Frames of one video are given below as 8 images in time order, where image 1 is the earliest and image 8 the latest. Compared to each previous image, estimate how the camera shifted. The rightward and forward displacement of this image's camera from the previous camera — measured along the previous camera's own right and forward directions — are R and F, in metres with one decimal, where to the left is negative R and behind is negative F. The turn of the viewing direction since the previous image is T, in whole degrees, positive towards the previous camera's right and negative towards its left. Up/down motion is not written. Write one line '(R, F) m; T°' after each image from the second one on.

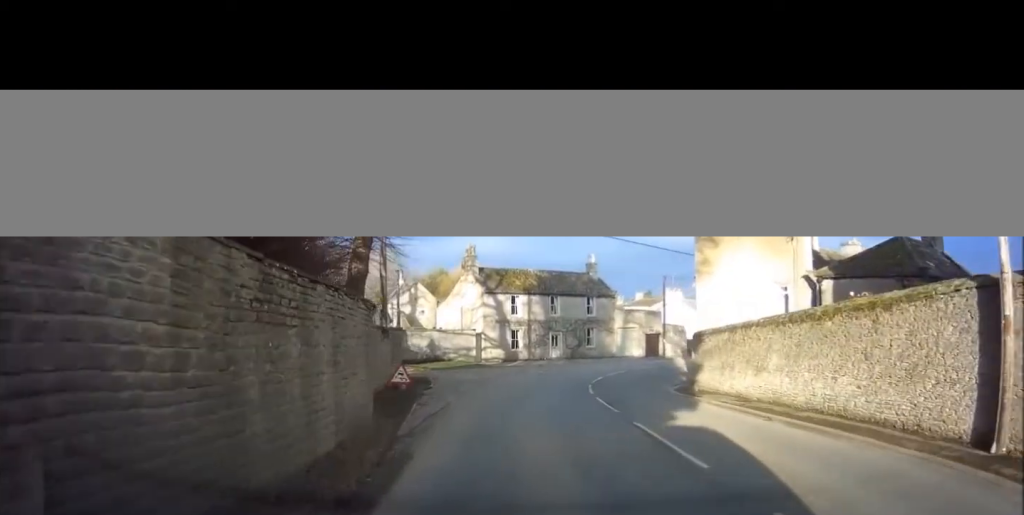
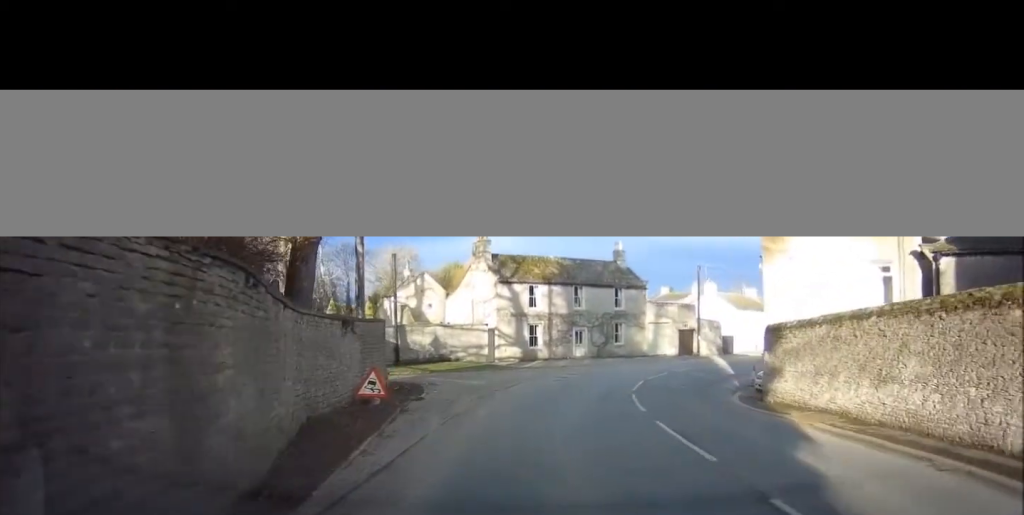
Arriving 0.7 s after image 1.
(0.0, +5.6) m; -1°
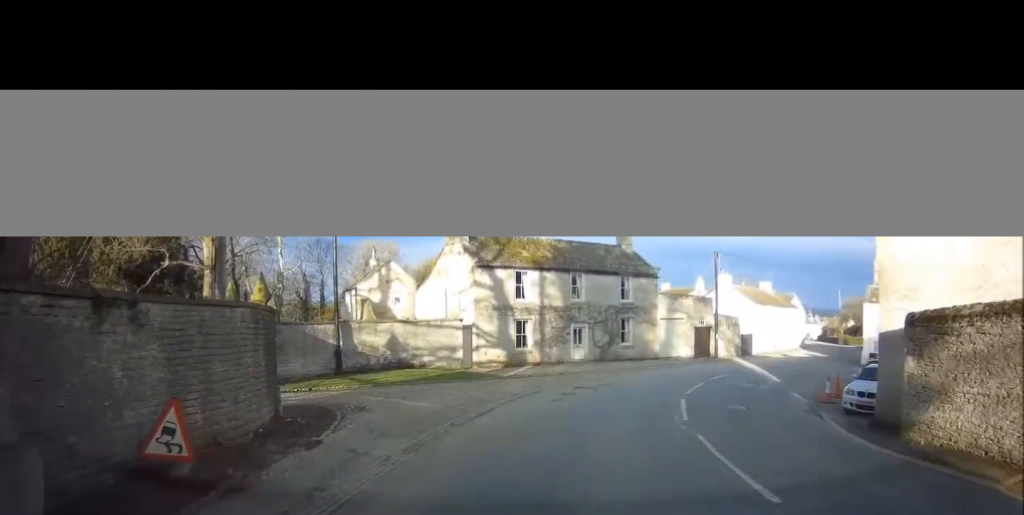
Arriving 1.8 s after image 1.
(-0.1, +7.6) m; +1°
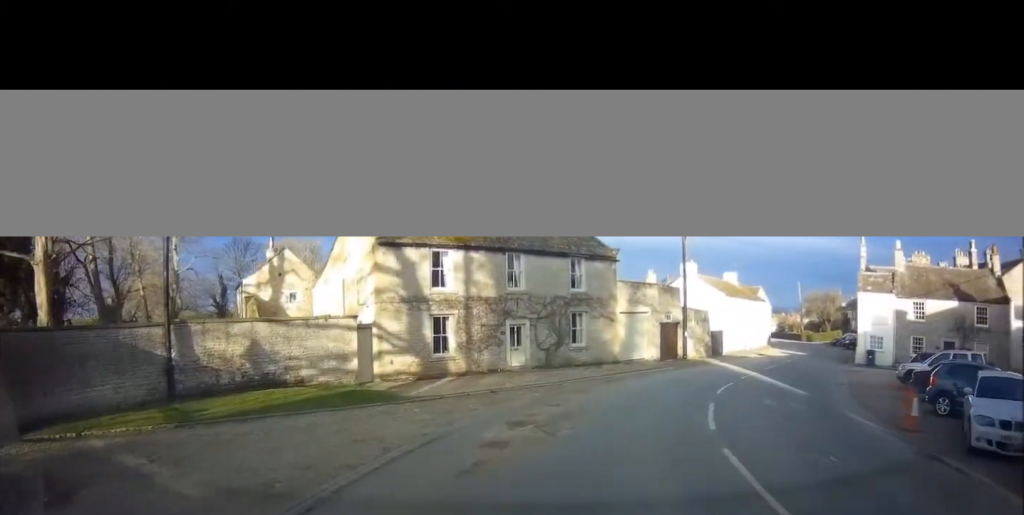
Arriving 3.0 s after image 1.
(+0.4, +7.2) m; +7°
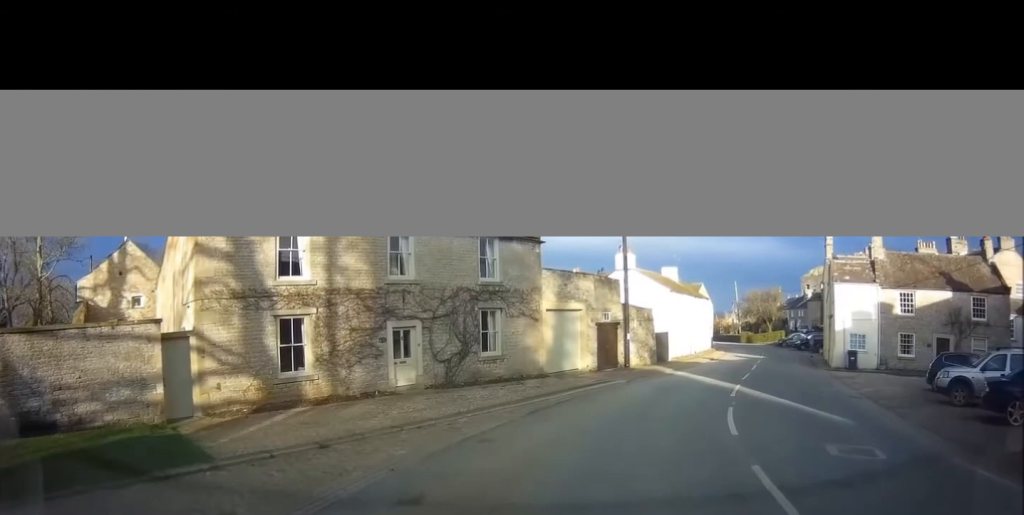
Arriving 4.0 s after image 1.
(+0.5, +6.9) m; +9°
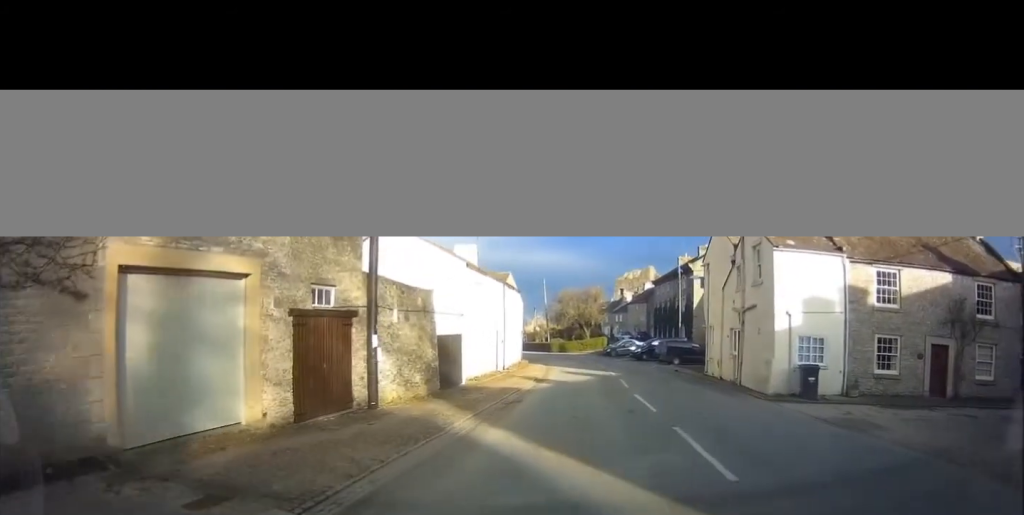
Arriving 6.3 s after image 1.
(+2.5, +15.0) m; +19°
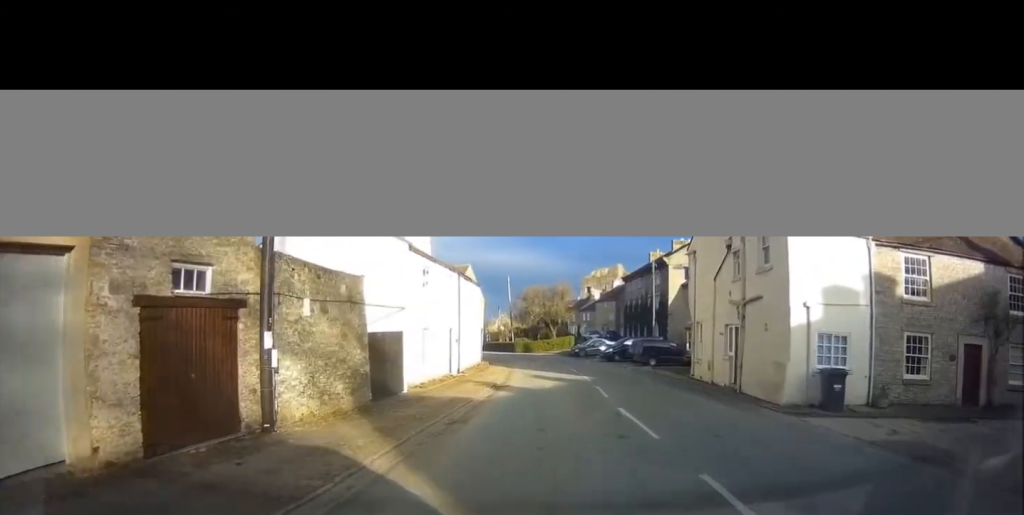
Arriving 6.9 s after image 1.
(+0.1, +3.6) m; +3°
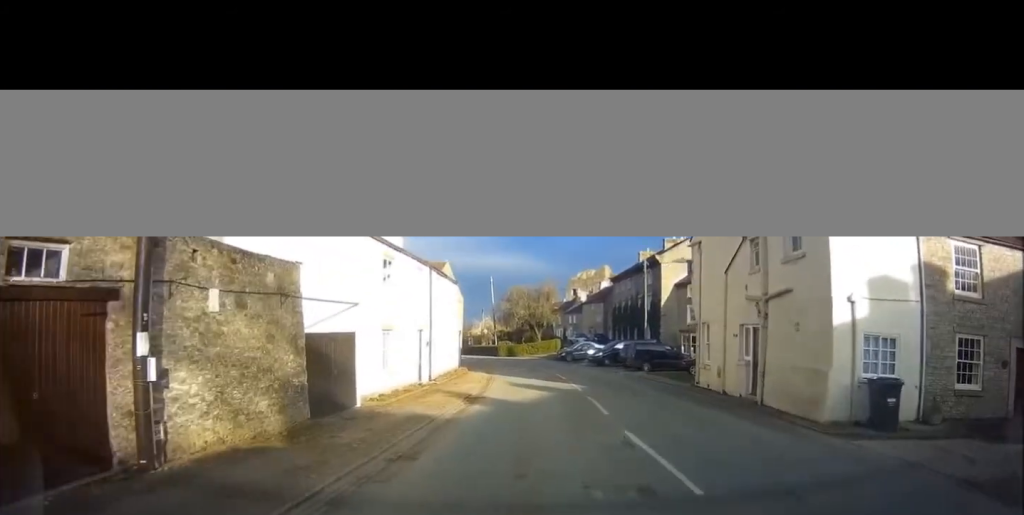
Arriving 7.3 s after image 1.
(+0.2, +3.2) m; +1°
